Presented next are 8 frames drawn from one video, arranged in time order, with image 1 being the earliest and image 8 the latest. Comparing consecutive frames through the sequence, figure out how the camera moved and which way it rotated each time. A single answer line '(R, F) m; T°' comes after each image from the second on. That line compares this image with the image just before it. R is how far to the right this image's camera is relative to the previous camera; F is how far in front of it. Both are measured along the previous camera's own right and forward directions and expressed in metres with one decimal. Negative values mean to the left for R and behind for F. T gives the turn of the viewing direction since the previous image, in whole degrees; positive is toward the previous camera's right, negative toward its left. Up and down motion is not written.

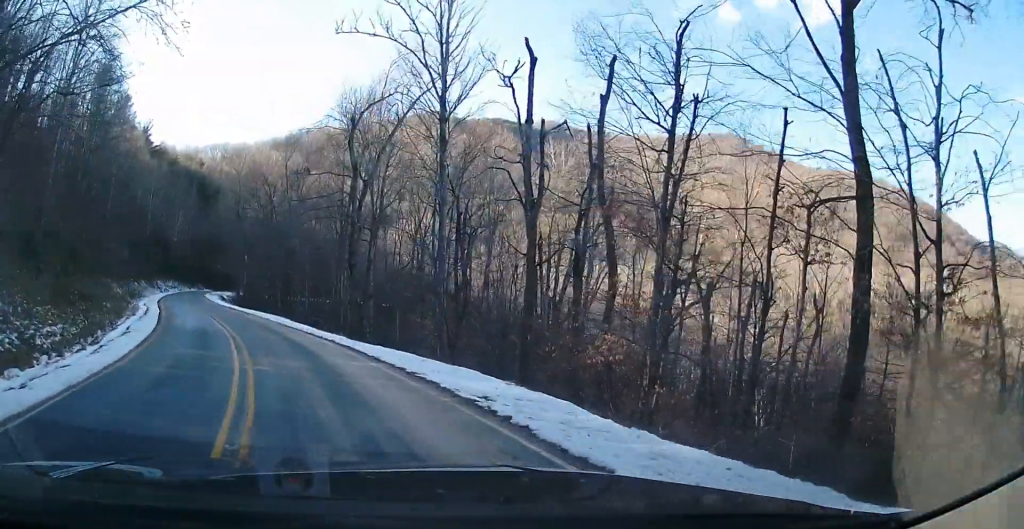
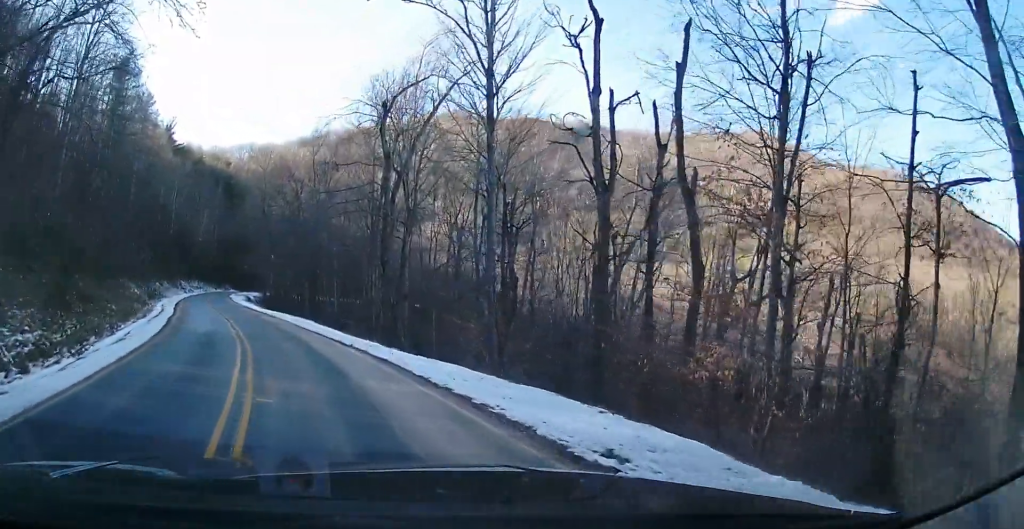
(-0.2, +3.4) m; -5°
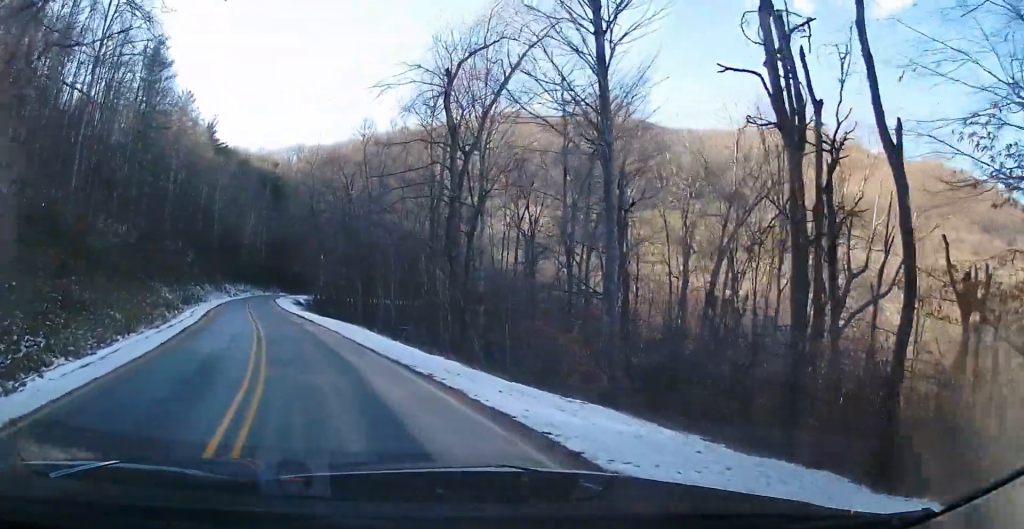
(-0.2, +6.2) m; -4°
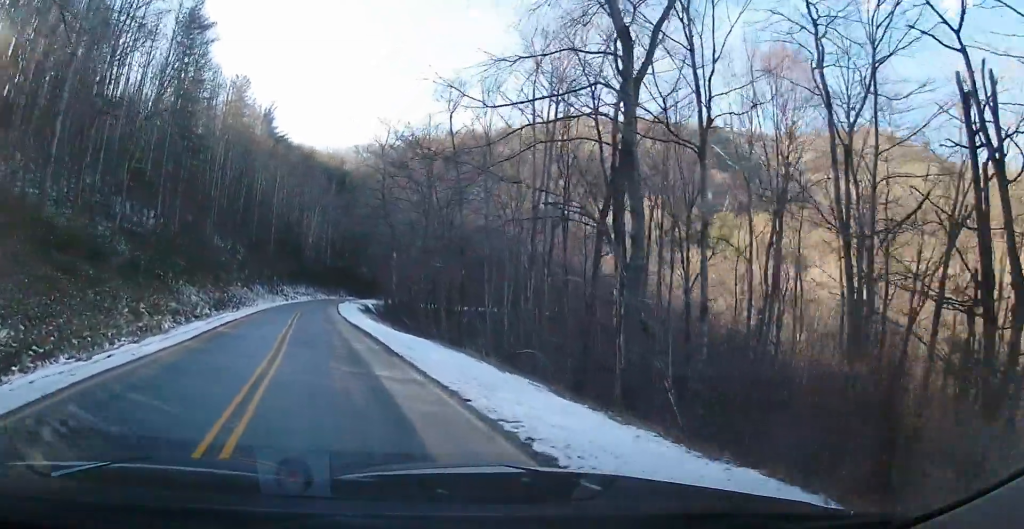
(-1.4, +13.3) m; -14°
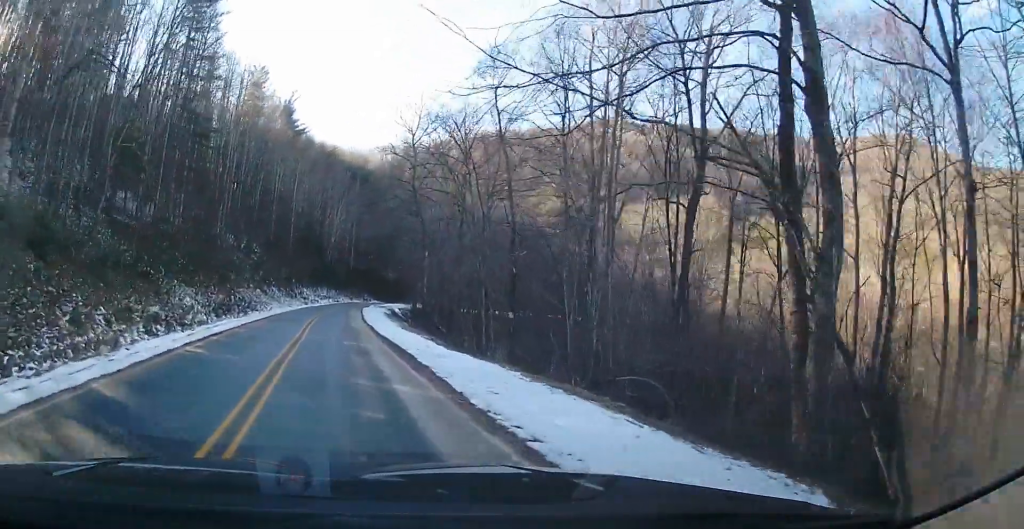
(-0.5, +7.3) m; 0°
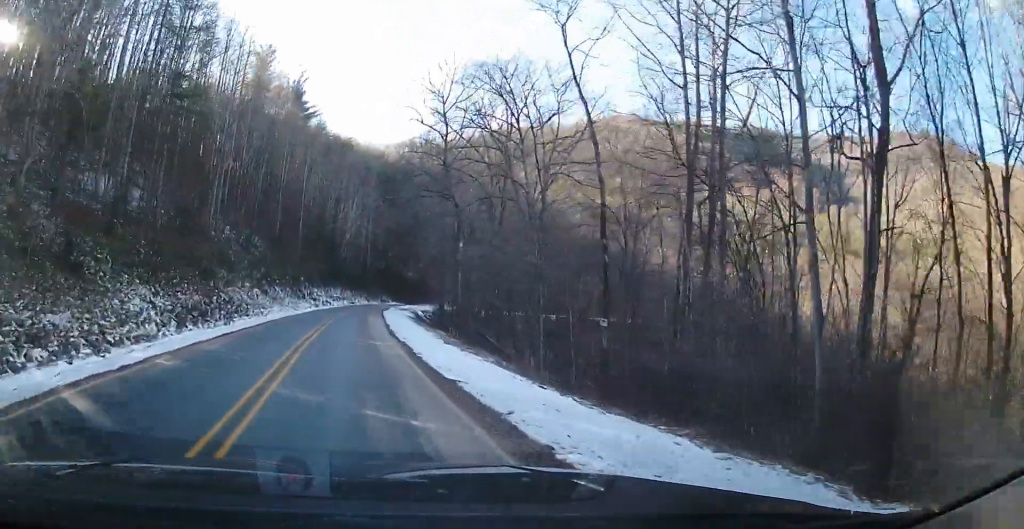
(-0.1, +11.2) m; -5°
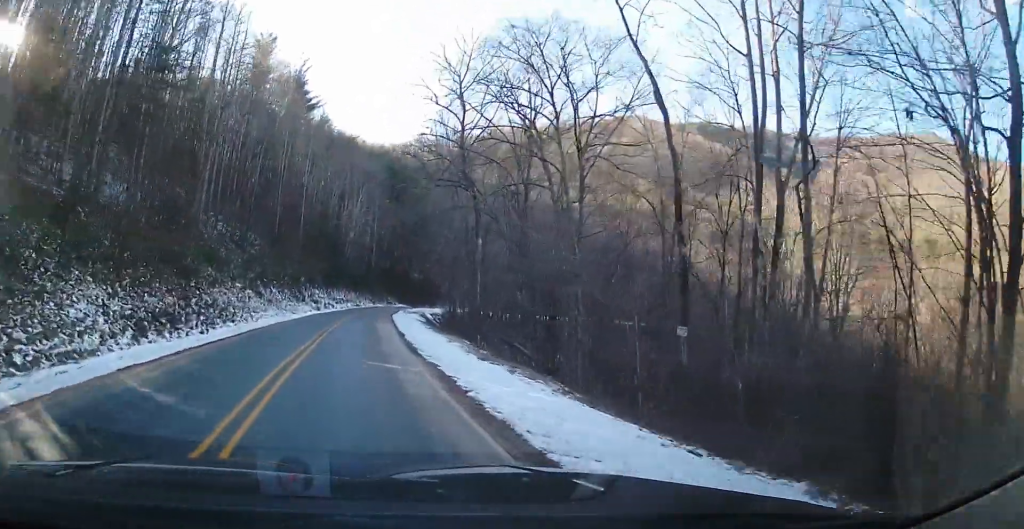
(-0.5, +5.8) m; -2°
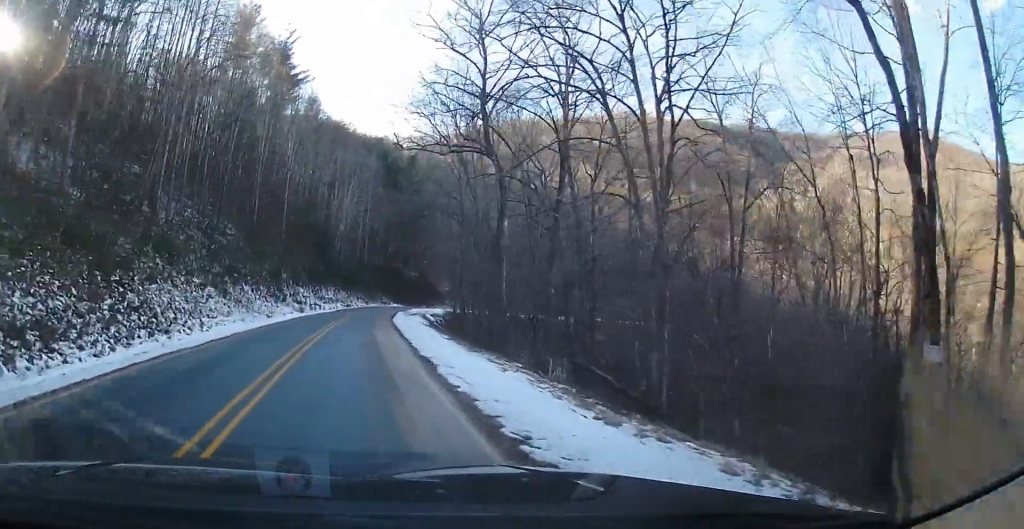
(+0.6, +10.4) m; +3°
